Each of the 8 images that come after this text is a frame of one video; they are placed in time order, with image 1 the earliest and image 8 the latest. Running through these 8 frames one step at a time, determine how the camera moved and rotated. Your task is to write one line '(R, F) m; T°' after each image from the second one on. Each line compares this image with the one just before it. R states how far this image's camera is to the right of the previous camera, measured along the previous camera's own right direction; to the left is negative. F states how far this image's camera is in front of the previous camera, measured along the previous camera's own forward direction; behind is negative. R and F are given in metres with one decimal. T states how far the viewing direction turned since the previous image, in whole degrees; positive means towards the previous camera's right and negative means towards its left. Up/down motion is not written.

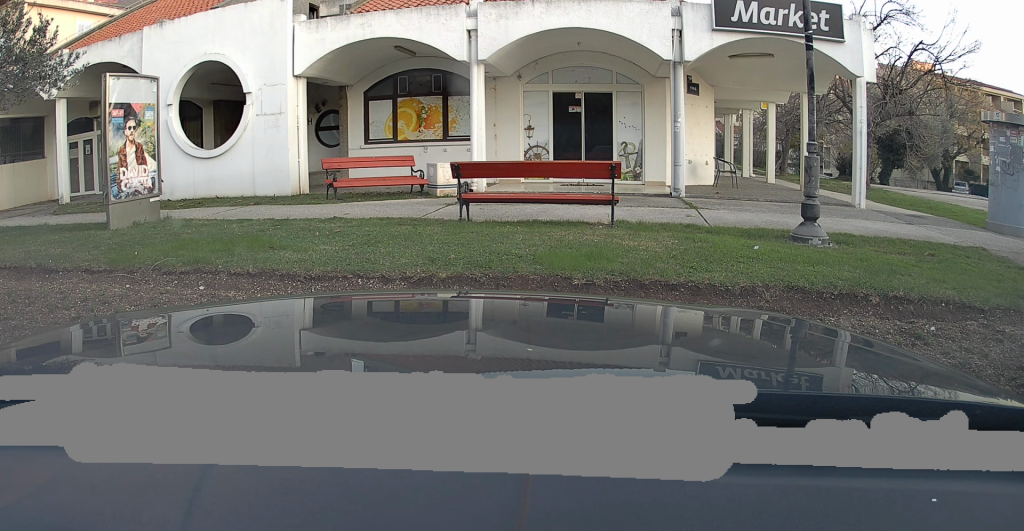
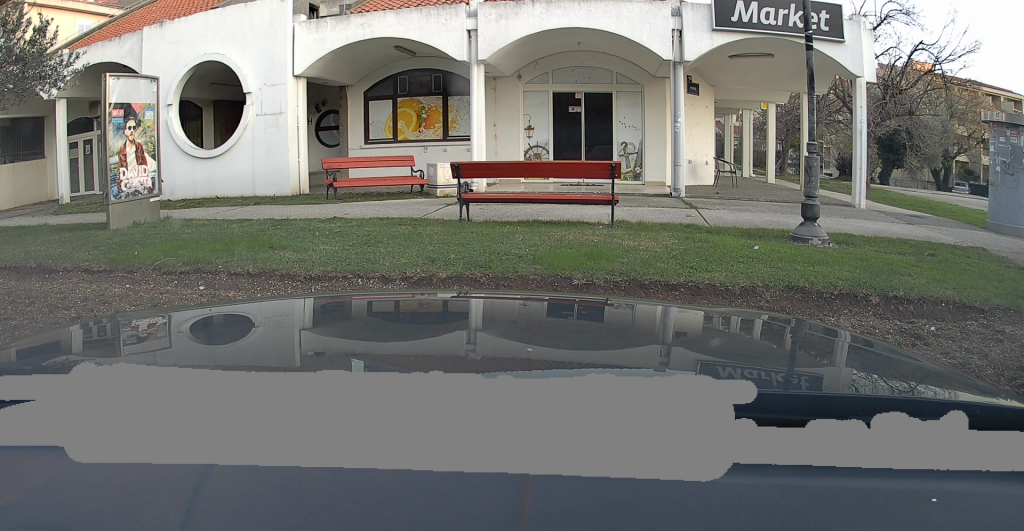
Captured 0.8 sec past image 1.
(0.0, 0.0) m; 0°
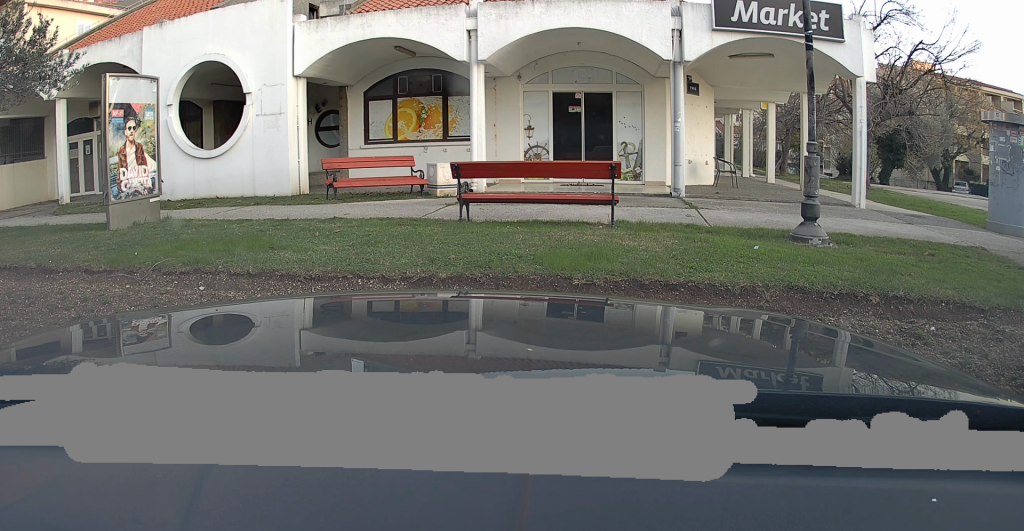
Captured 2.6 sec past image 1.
(0.0, 0.0) m; 0°
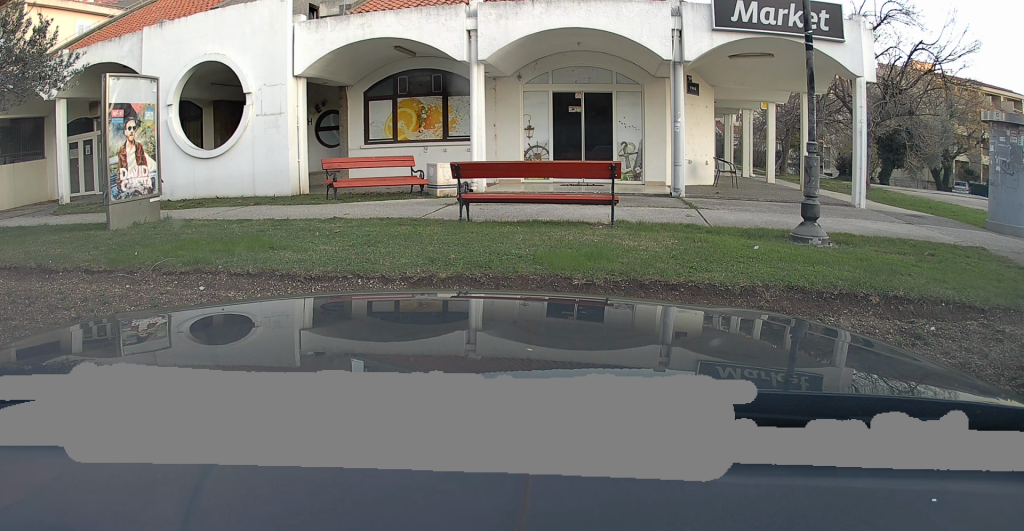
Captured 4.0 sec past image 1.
(0.0, 0.0) m; 0°
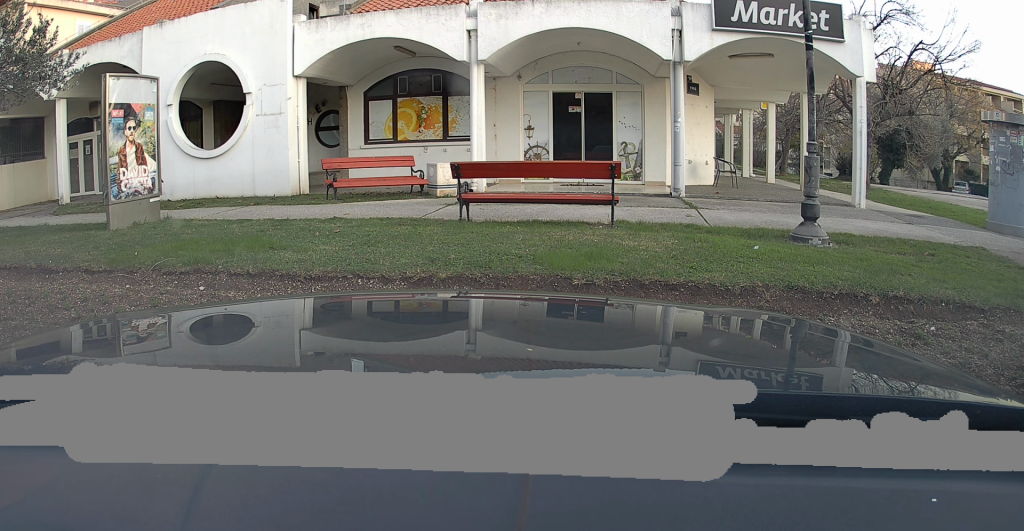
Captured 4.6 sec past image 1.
(0.0, 0.0) m; 0°
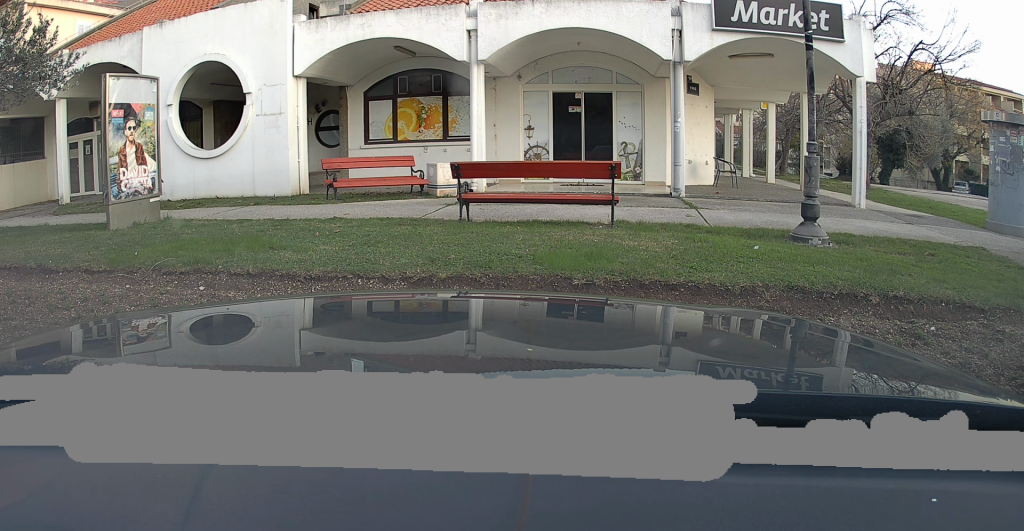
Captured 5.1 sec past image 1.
(0.0, 0.0) m; 0°
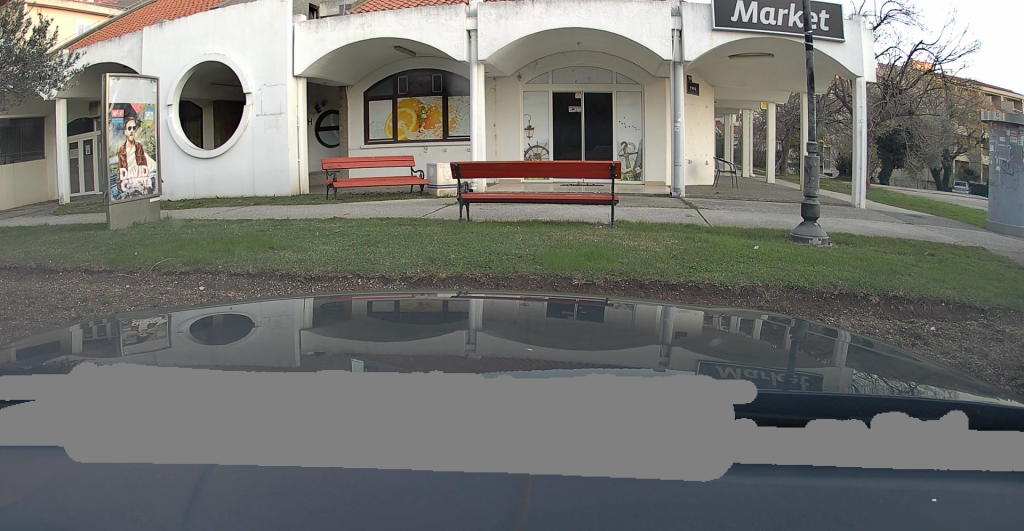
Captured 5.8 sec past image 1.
(0.0, 0.0) m; 0°
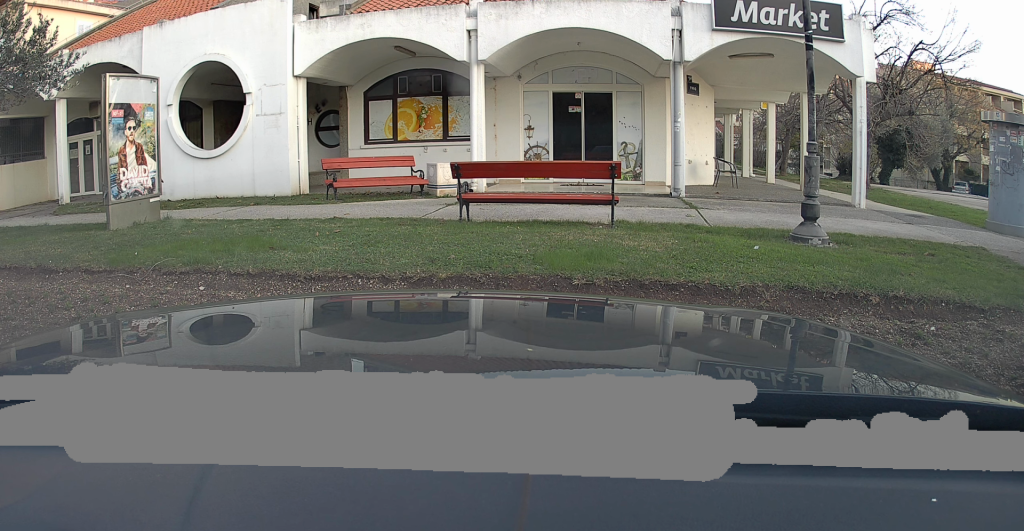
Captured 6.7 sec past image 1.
(0.0, 0.0) m; 0°
